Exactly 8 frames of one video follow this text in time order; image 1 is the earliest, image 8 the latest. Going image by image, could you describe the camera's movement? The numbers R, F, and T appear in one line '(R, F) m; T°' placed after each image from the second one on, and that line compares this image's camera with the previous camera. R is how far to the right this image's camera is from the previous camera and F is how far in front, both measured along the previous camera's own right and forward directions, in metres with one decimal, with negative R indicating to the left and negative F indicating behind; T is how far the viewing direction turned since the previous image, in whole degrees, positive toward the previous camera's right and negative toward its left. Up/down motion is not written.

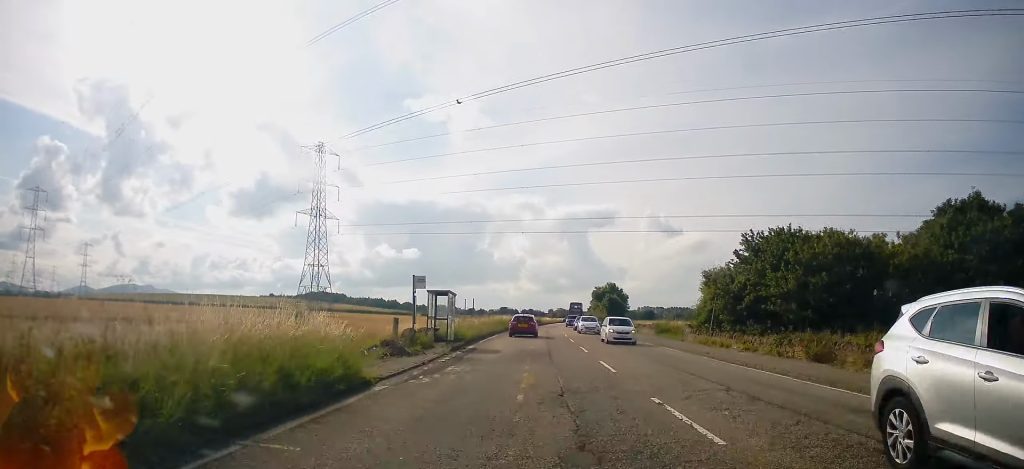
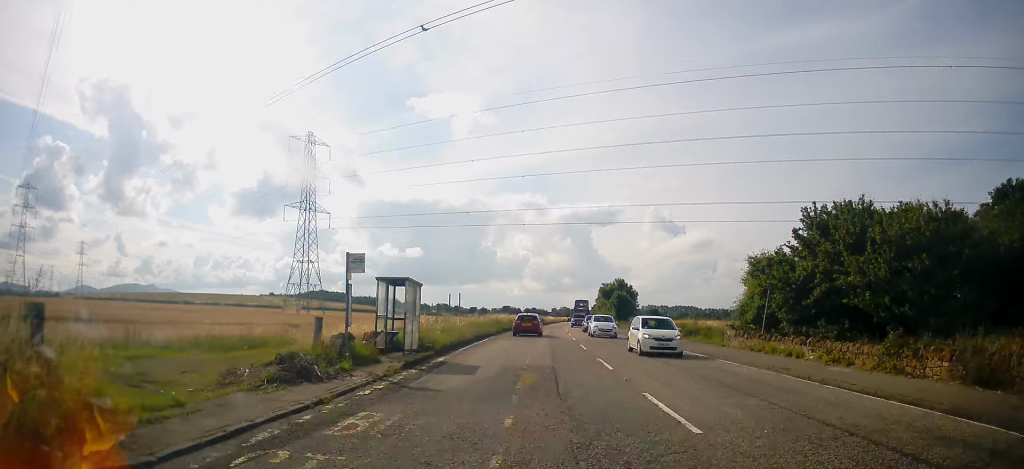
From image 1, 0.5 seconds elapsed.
(0.0, +8.1) m; -1°
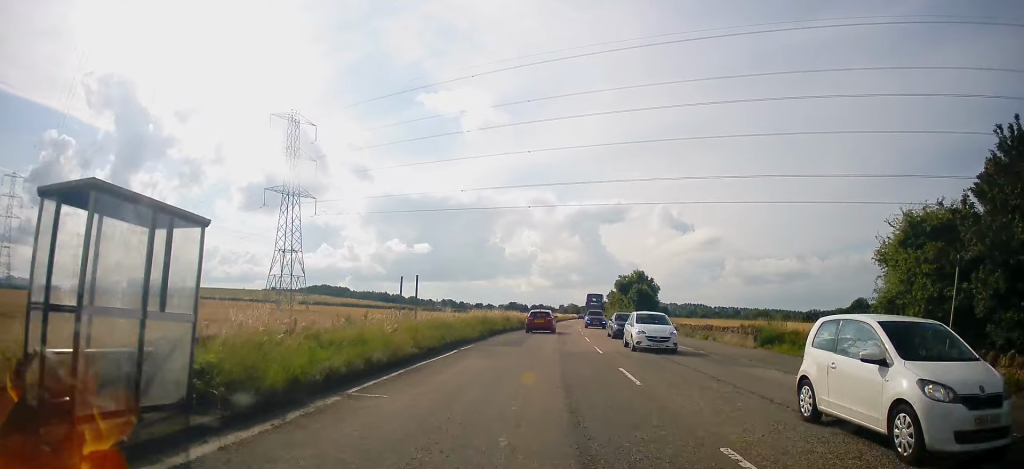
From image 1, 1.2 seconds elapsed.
(-0.1, +12.9) m; 0°
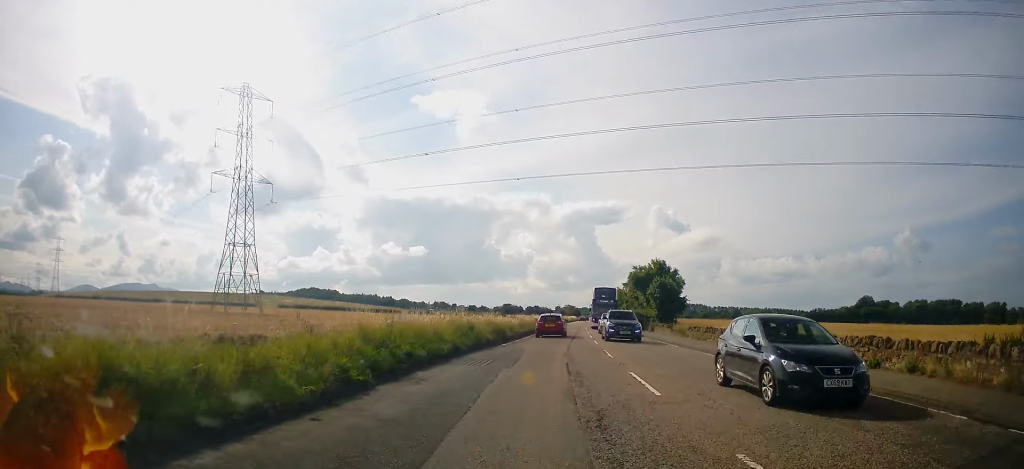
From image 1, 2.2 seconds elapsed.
(0.0, +18.1) m; +1°
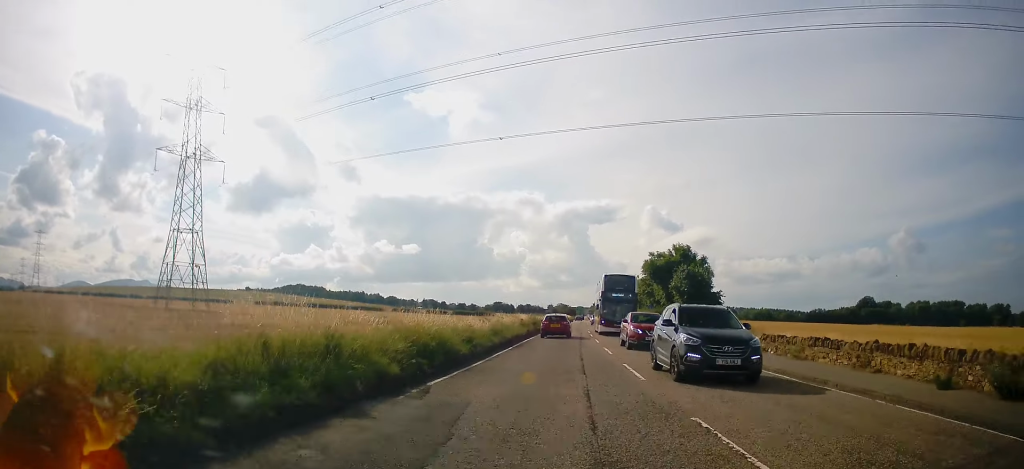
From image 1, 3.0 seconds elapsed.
(+0.3, +14.7) m; +1°
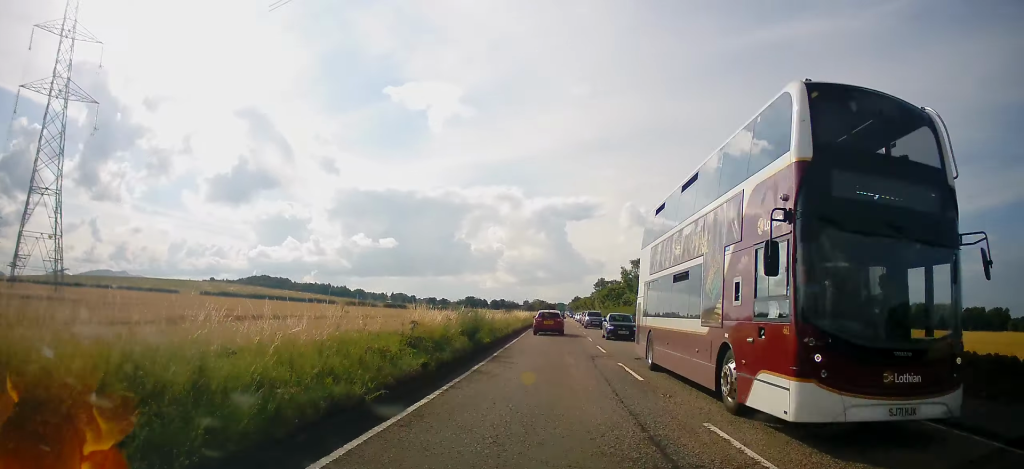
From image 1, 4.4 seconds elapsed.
(0.0, +27.0) m; +1°
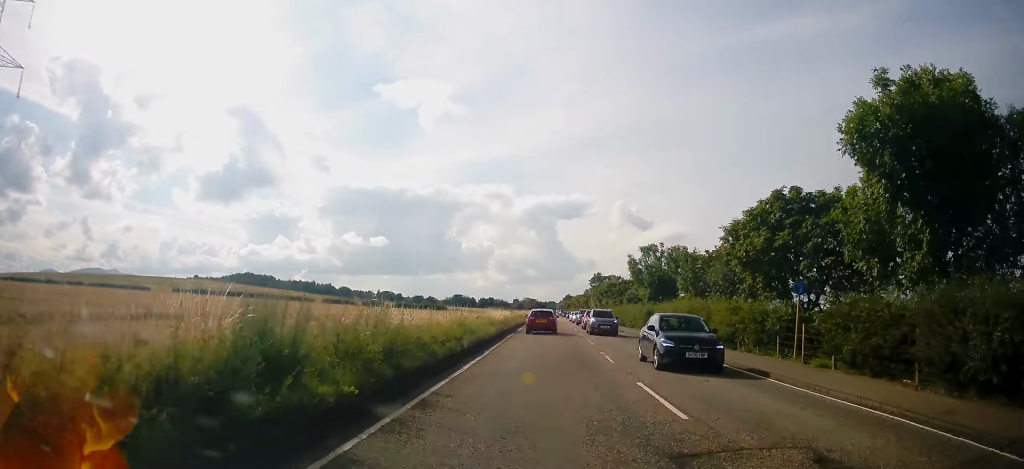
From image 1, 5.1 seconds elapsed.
(+0.1, +13.4) m; +1°
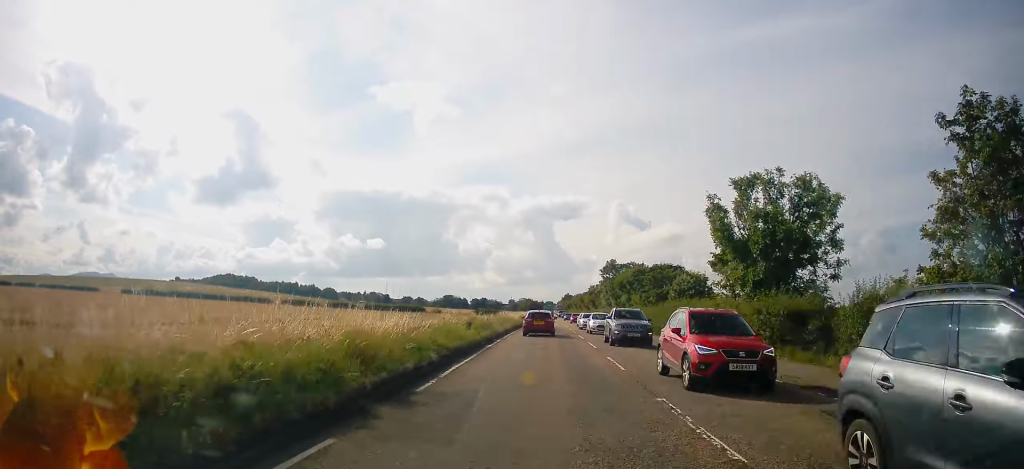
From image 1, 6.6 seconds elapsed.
(+0.8, +28.9) m; 0°
